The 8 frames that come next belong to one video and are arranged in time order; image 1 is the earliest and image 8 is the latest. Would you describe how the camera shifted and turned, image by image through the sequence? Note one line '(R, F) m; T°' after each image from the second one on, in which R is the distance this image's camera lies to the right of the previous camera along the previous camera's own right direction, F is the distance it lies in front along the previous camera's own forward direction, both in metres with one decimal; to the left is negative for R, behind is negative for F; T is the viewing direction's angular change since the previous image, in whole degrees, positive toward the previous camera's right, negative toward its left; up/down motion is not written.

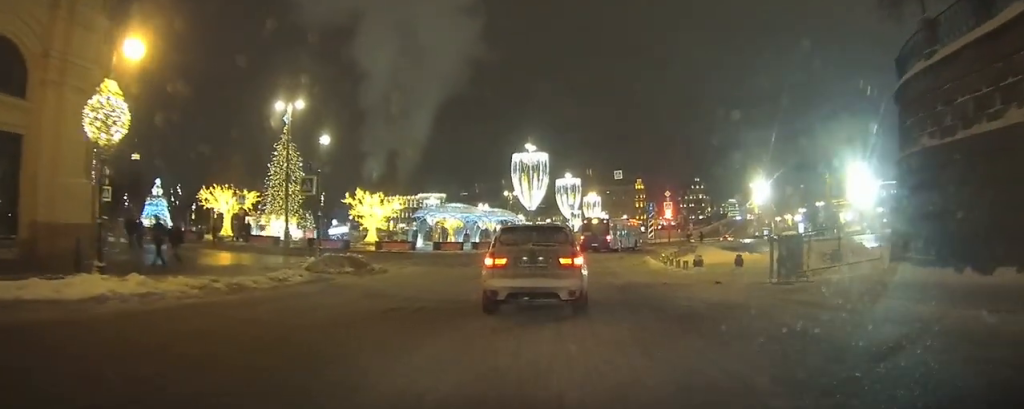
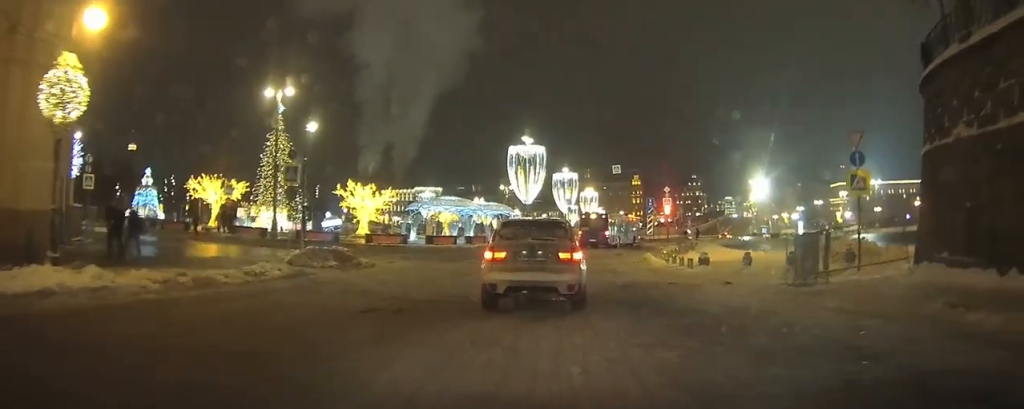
(-0.1, +1.4) m; 0°
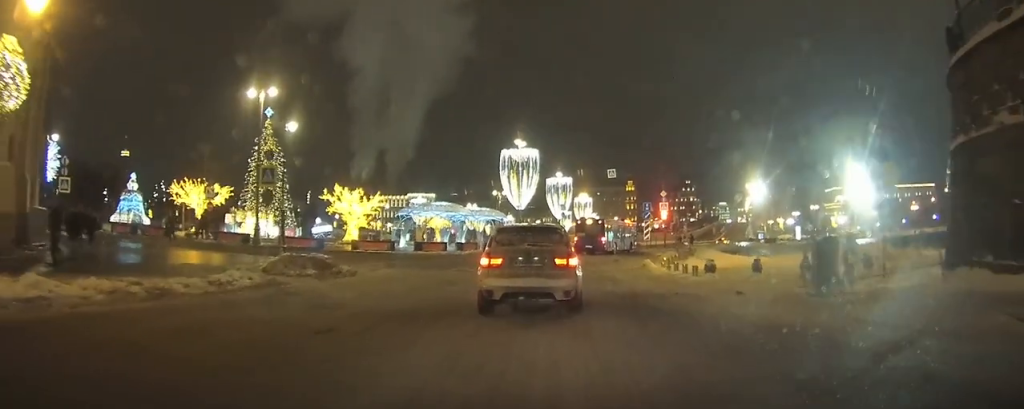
(+0.1, +1.5) m; +1°
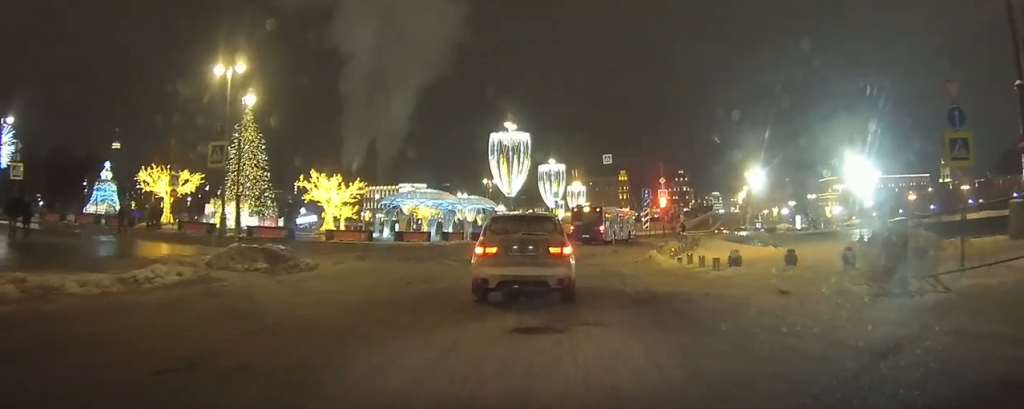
(+0.1, +3.2) m; 0°
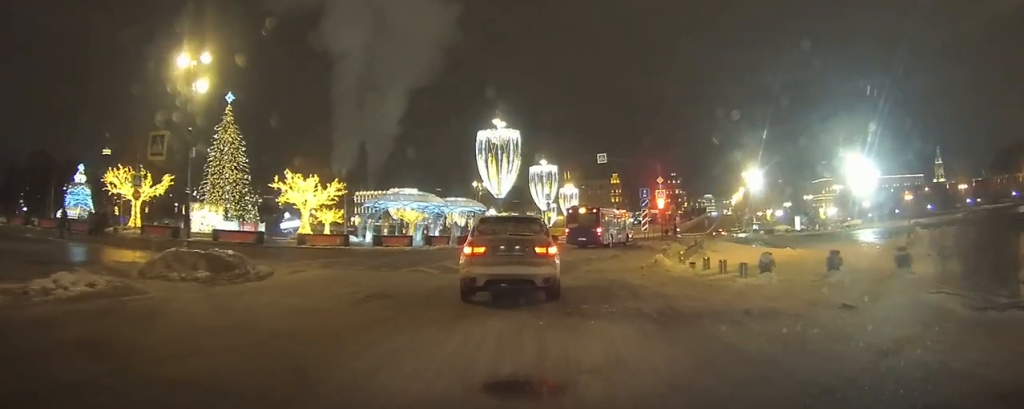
(0.0, +3.1) m; +2°
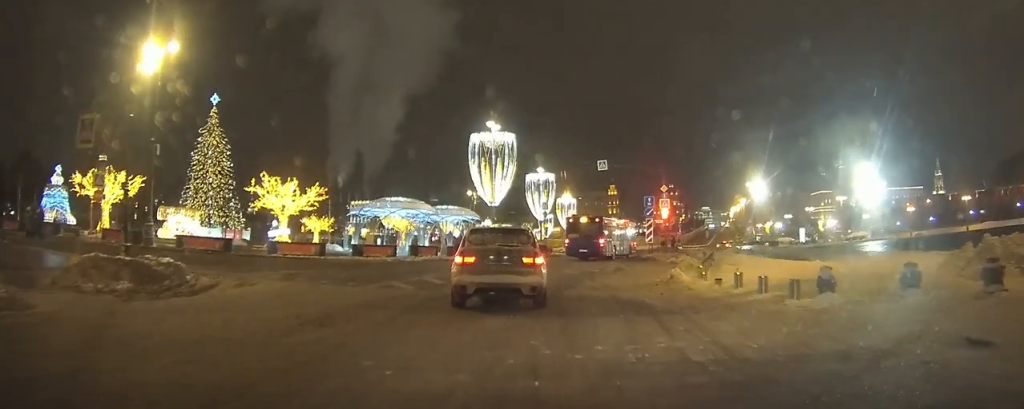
(+0.2, +3.4) m; +6°
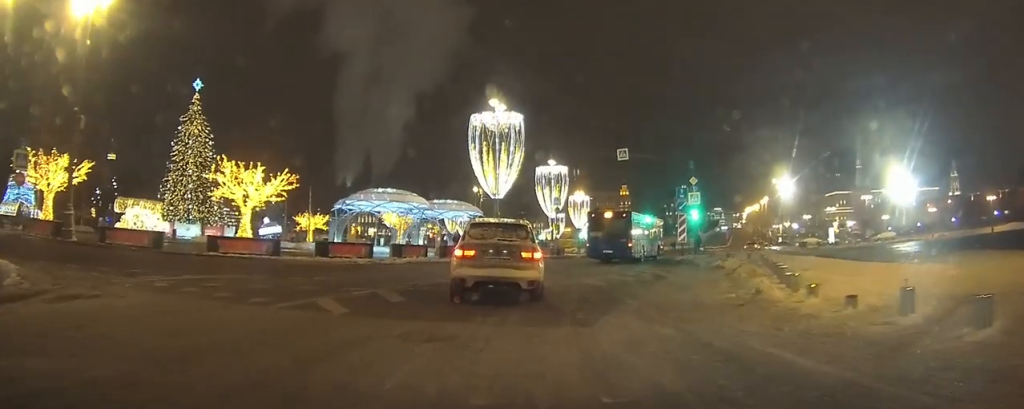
(-0.3, +6.9) m; -7°
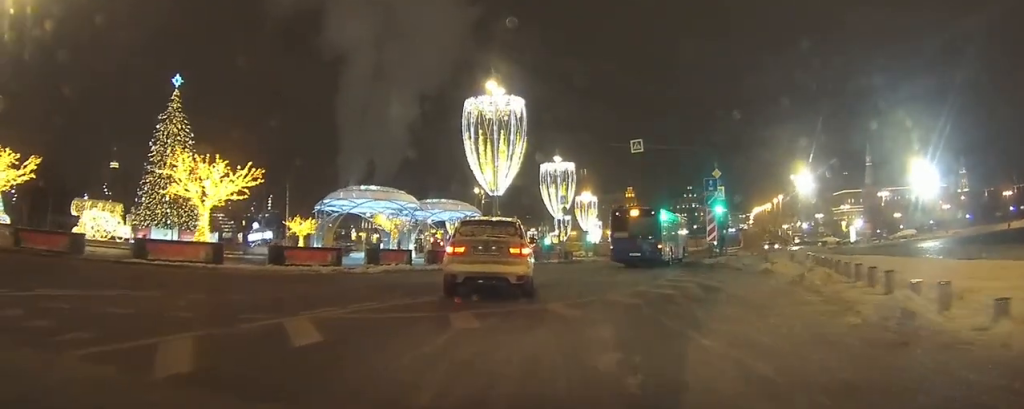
(0.0, +5.1) m; +2°
